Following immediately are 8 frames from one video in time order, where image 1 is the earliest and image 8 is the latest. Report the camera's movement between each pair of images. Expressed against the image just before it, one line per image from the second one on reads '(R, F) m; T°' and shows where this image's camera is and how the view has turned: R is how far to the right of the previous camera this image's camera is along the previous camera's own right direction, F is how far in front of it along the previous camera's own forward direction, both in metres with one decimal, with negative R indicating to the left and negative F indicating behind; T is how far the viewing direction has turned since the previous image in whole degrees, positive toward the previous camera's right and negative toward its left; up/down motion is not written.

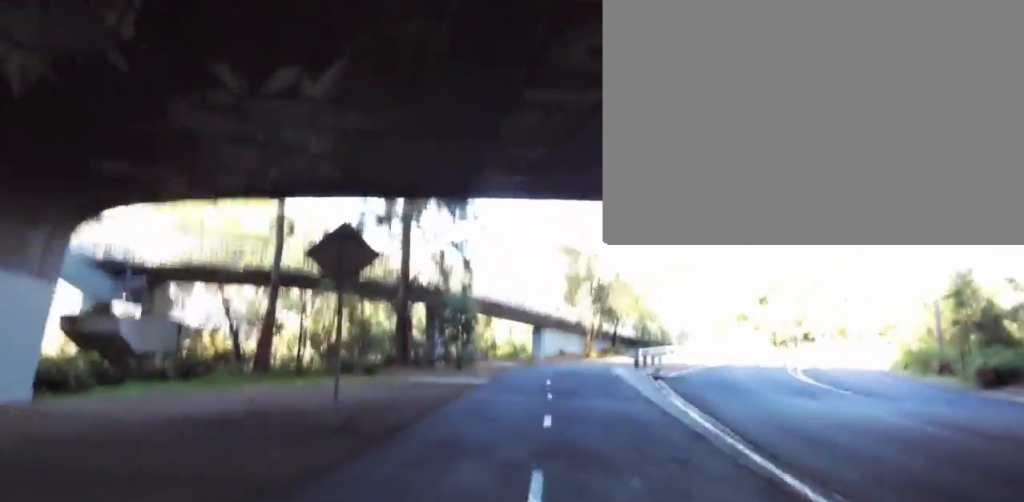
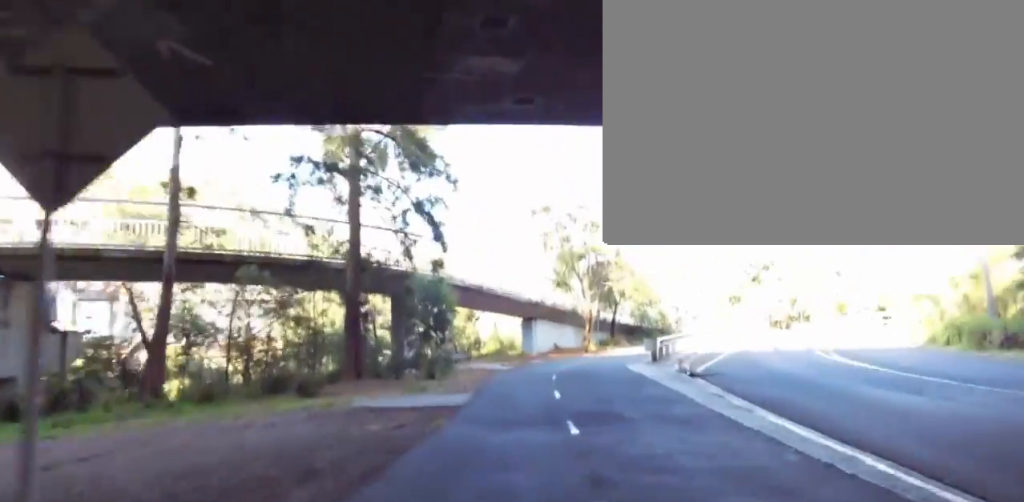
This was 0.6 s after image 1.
(-0.2, +5.0) m; -3°
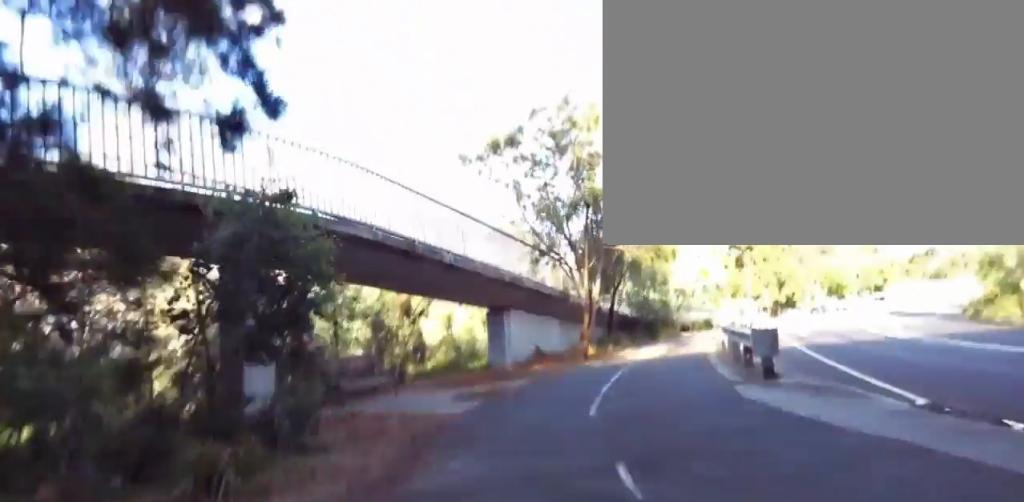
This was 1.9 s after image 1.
(-0.3, +11.8) m; +2°
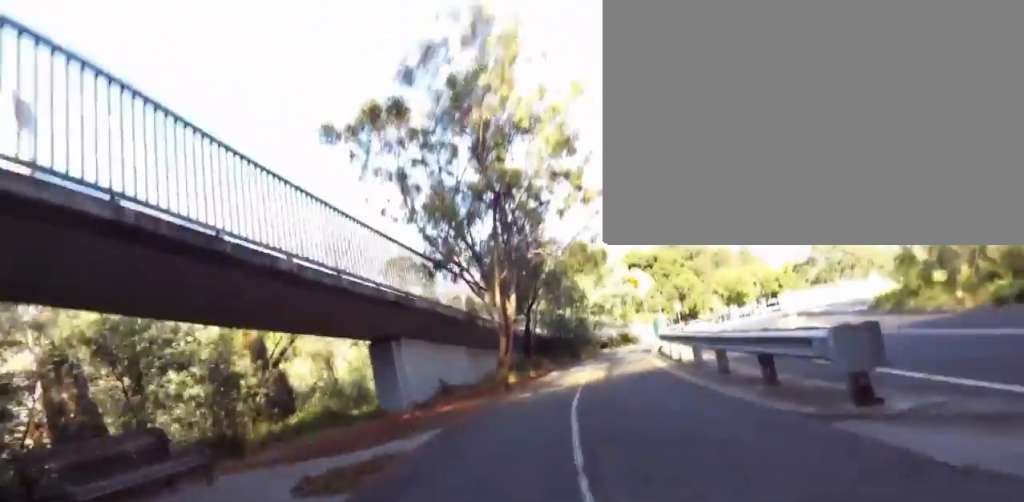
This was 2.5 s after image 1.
(-0.2, +5.5) m; +7°
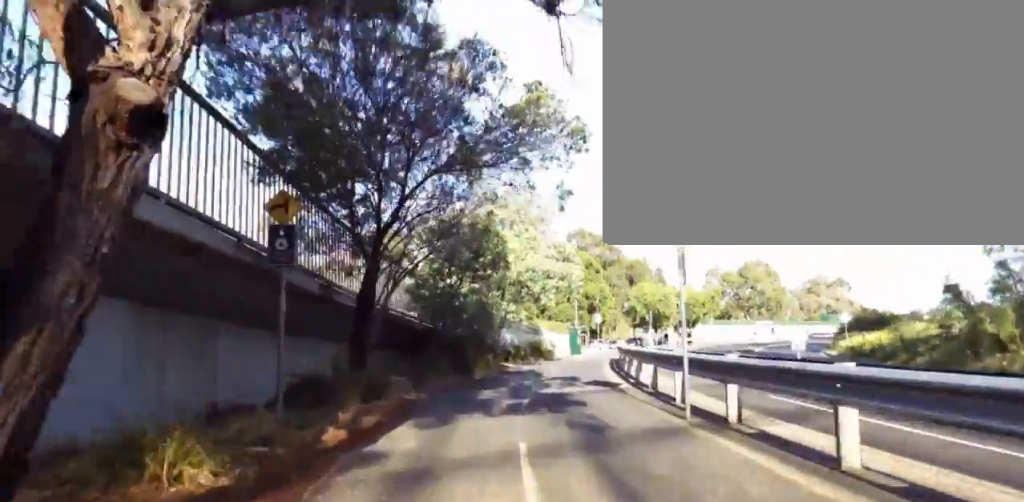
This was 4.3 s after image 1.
(+6.0, +15.7) m; +33°
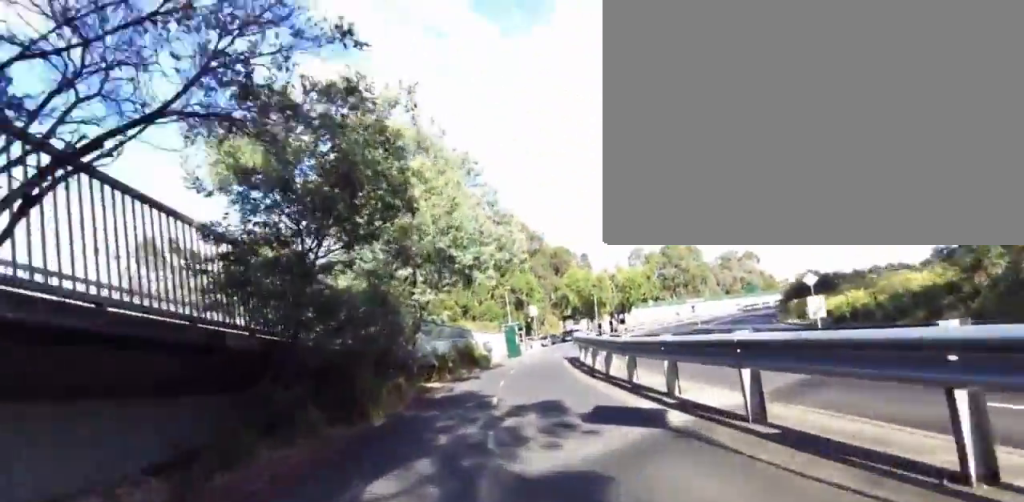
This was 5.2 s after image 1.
(+0.4, +6.0) m; -4°
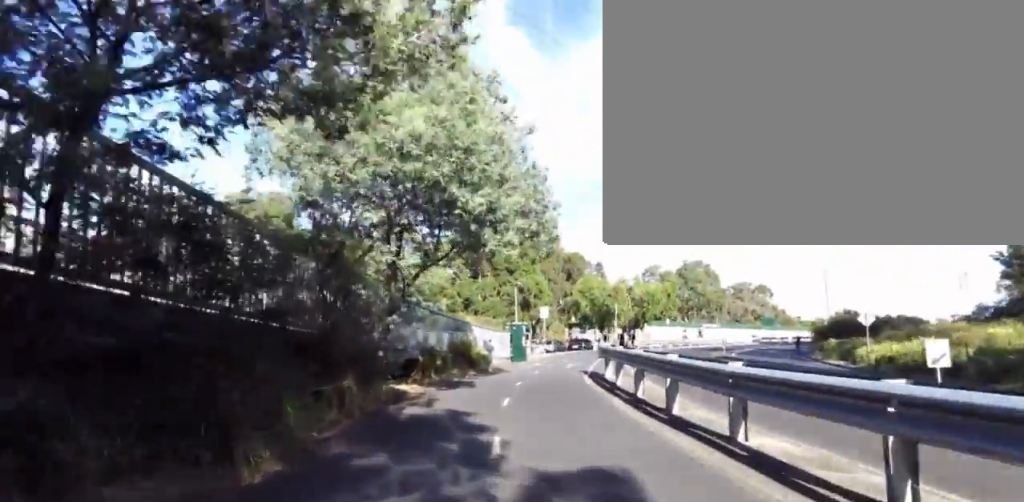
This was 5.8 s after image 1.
(-0.4, +3.6) m; 0°
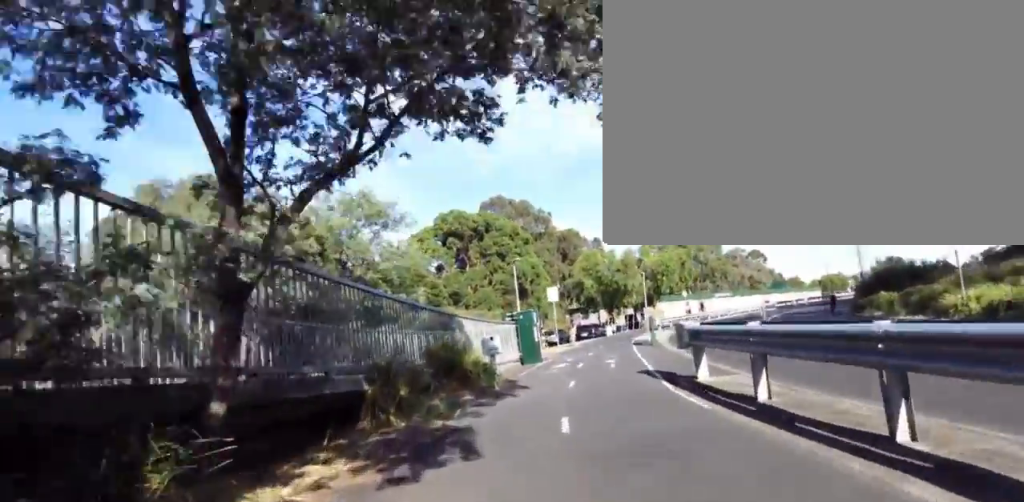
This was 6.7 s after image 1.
(-0.1, +6.2) m; +1°
